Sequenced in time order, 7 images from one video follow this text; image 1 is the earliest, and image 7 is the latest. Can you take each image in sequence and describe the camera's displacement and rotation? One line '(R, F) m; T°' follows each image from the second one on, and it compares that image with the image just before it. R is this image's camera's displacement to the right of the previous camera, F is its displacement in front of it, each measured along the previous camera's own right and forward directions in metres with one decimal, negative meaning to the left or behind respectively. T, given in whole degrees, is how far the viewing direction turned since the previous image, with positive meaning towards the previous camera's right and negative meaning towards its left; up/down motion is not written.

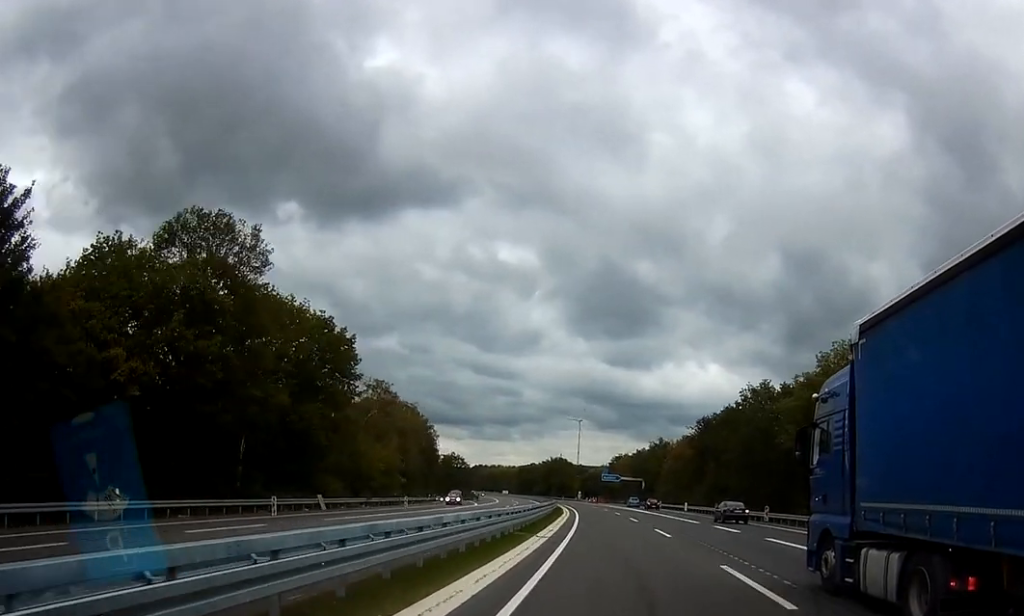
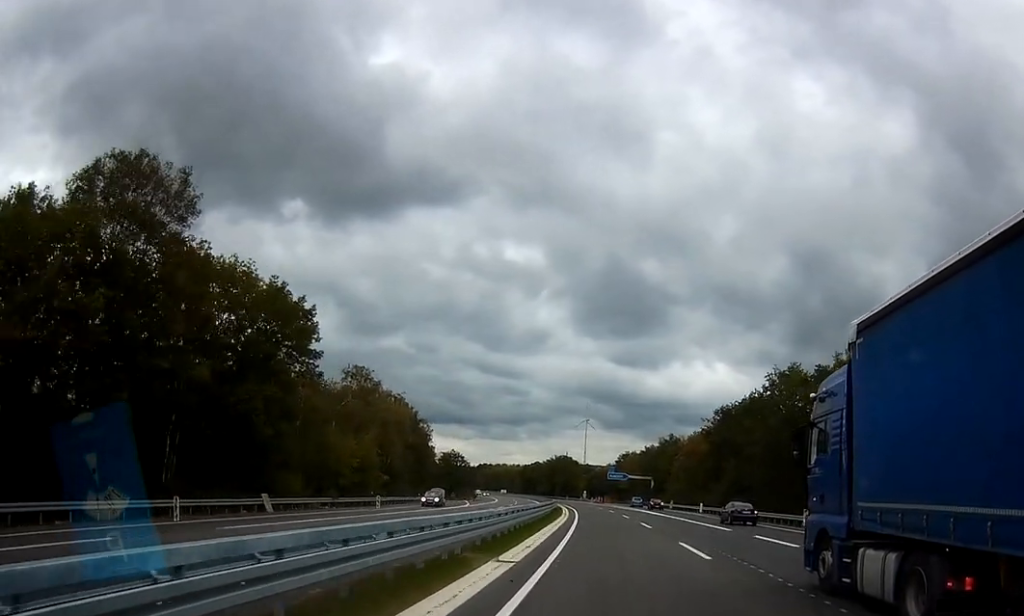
(+0.1, +9.9) m; 0°
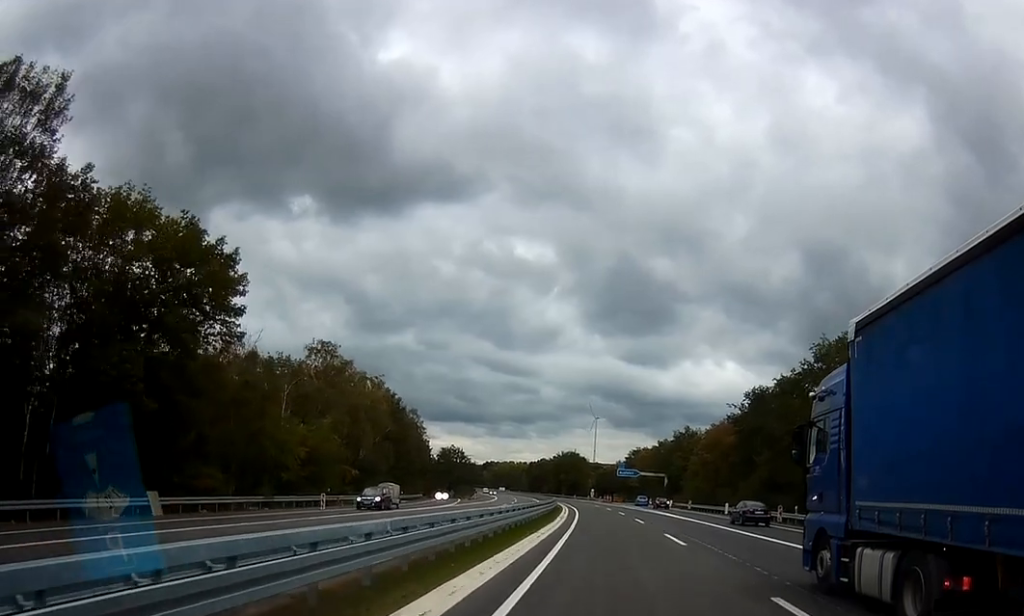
(0.0, +13.1) m; -1°
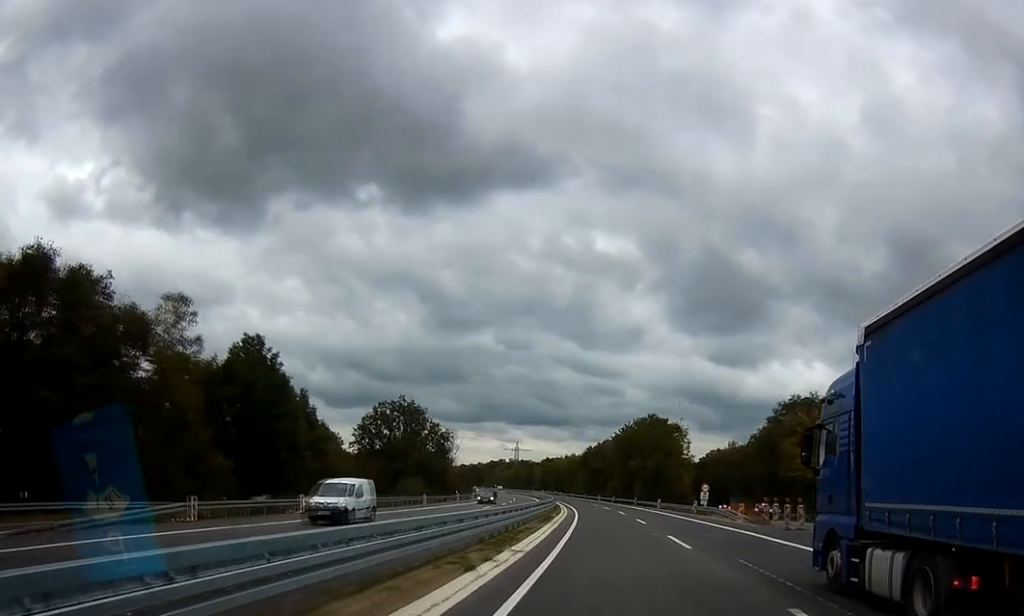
(-5.8, +108.7) m; -9°
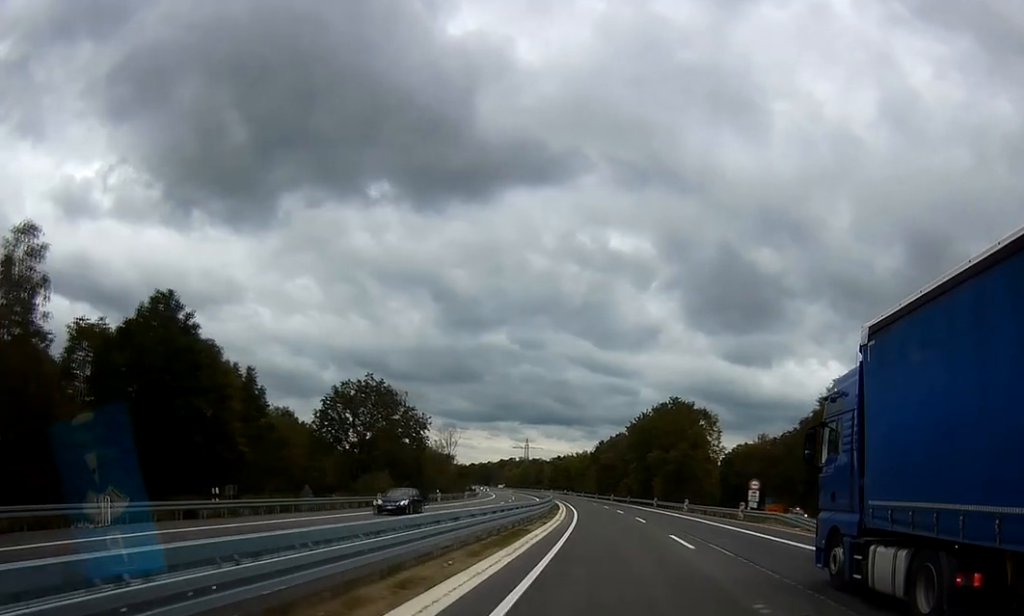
(-0.3, +18.8) m; -1°
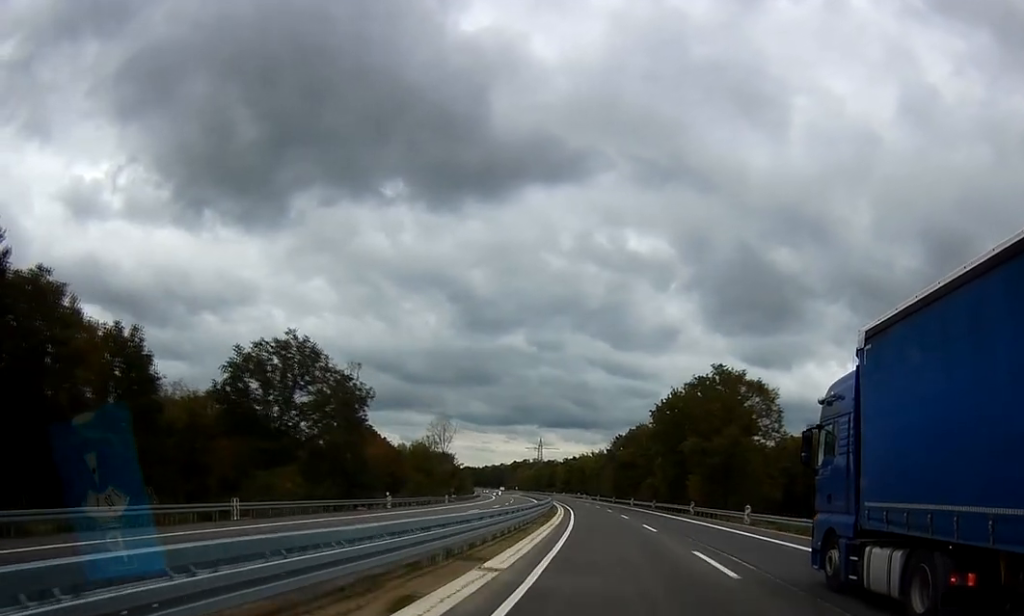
(-0.1, +25.4) m; 0°
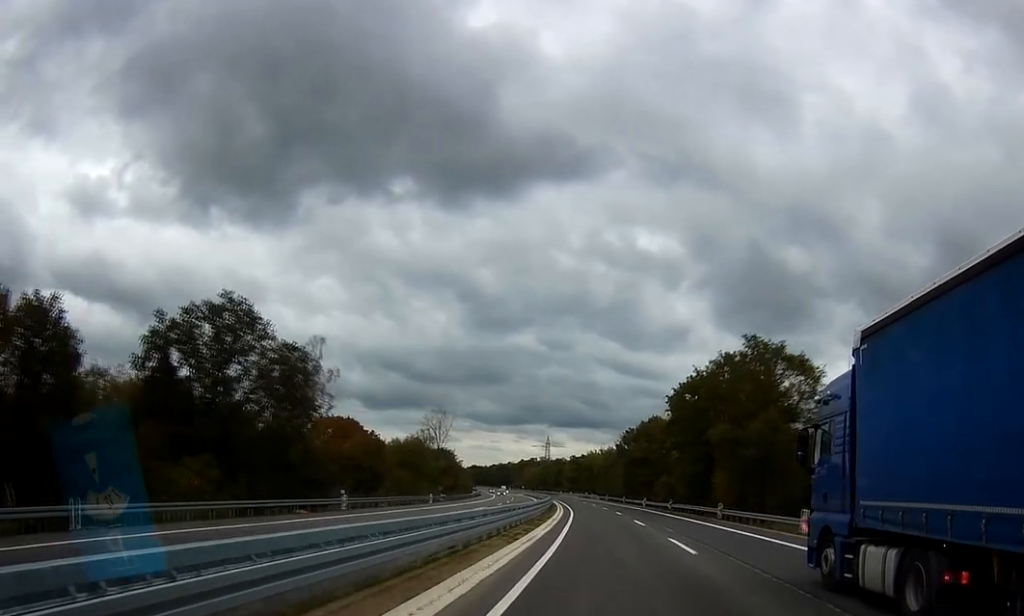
(+0.1, +12.4) m; 0°
